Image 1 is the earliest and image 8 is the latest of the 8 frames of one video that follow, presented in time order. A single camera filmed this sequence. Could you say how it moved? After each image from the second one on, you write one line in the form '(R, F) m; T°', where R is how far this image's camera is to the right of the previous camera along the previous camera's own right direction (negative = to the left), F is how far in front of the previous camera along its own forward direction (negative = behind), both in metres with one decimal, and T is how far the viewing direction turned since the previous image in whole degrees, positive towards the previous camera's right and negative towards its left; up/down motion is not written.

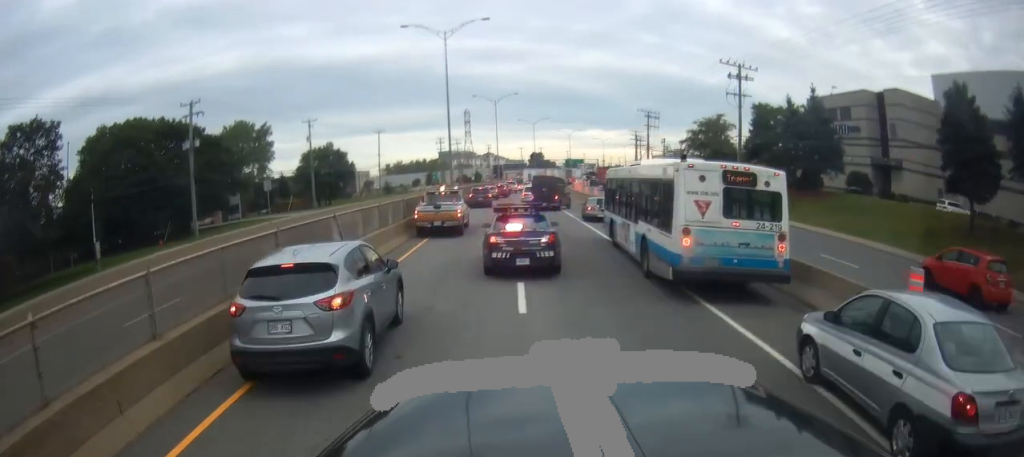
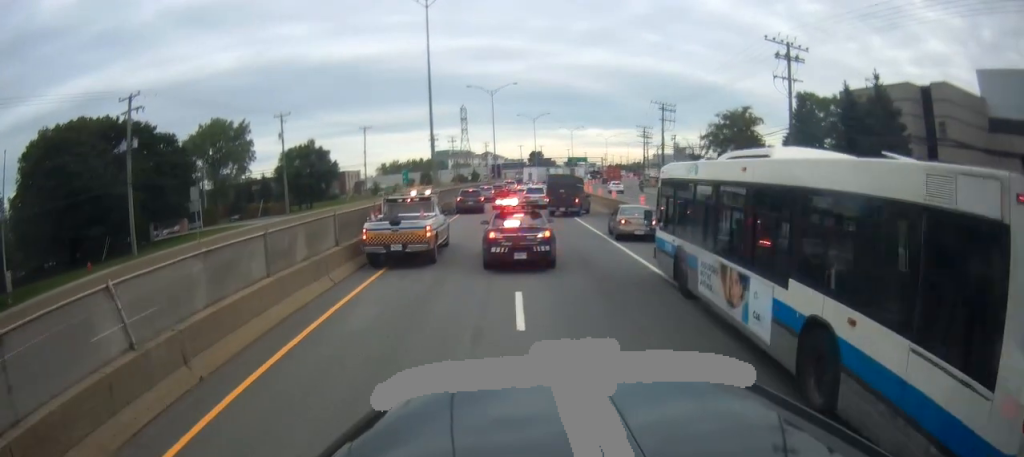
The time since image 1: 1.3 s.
(0.0, +10.9) m; 0°
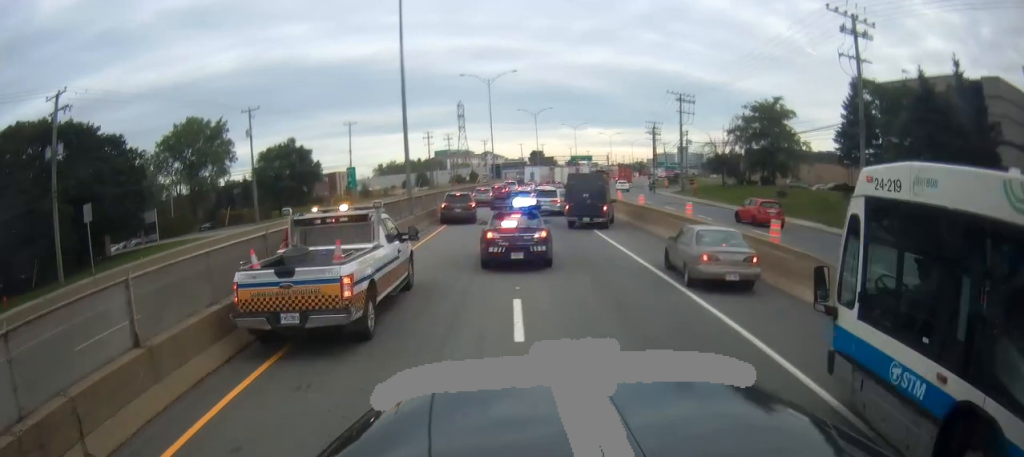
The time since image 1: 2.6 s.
(0.0, +10.3) m; -2°
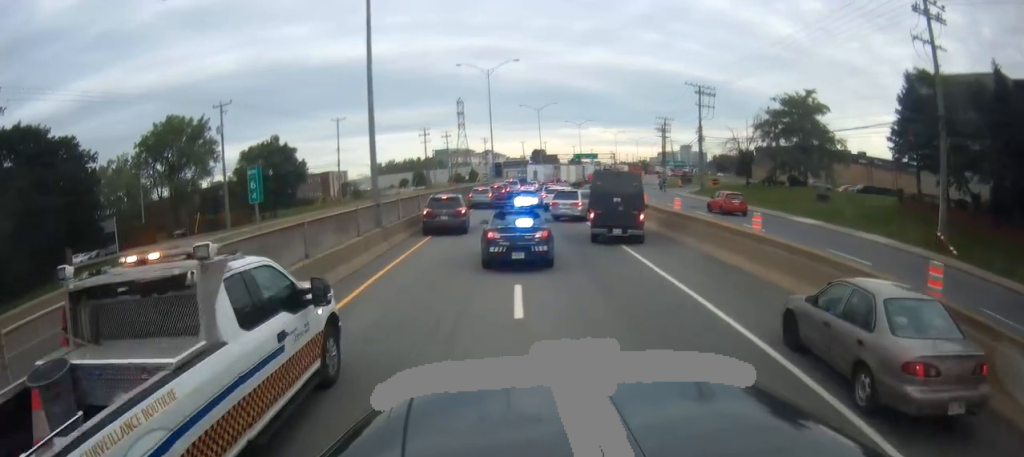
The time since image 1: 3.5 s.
(-0.3, +8.0) m; +1°
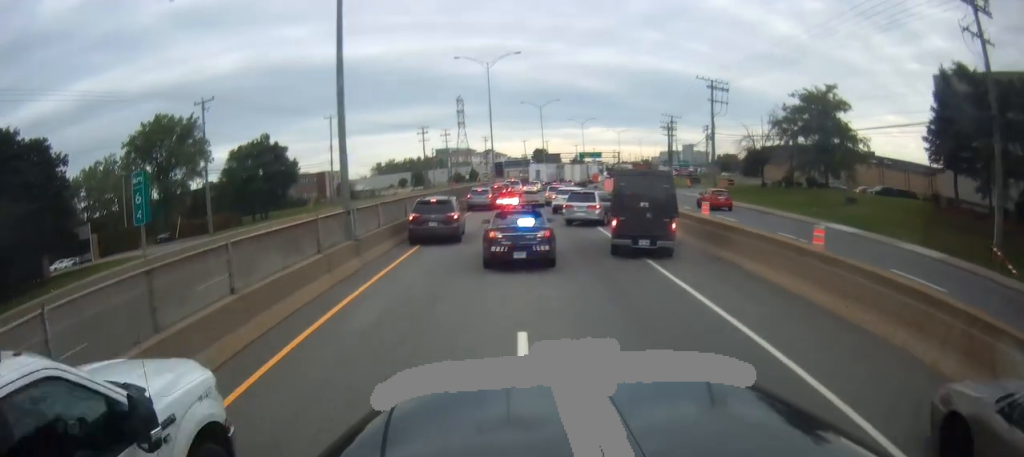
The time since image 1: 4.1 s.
(+0.1, +4.5) m; 0°
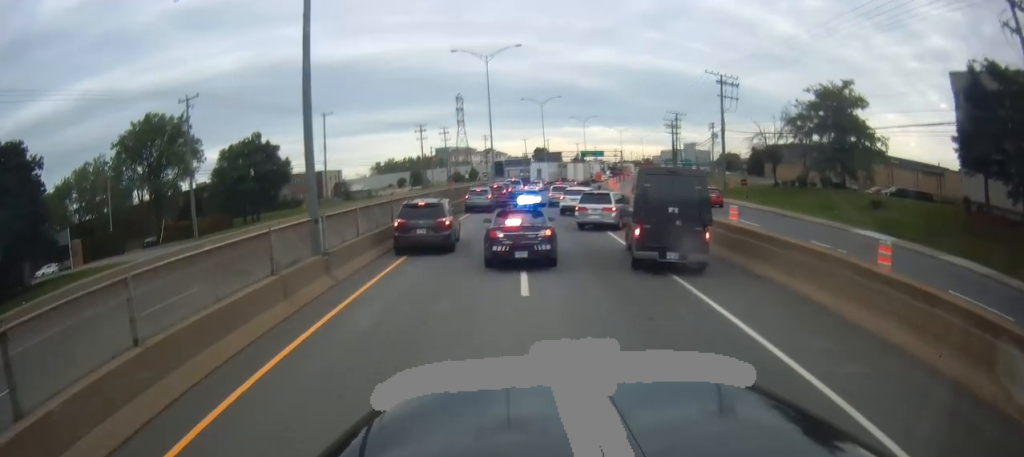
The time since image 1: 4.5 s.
(+0.3, +3.4) m; 0°
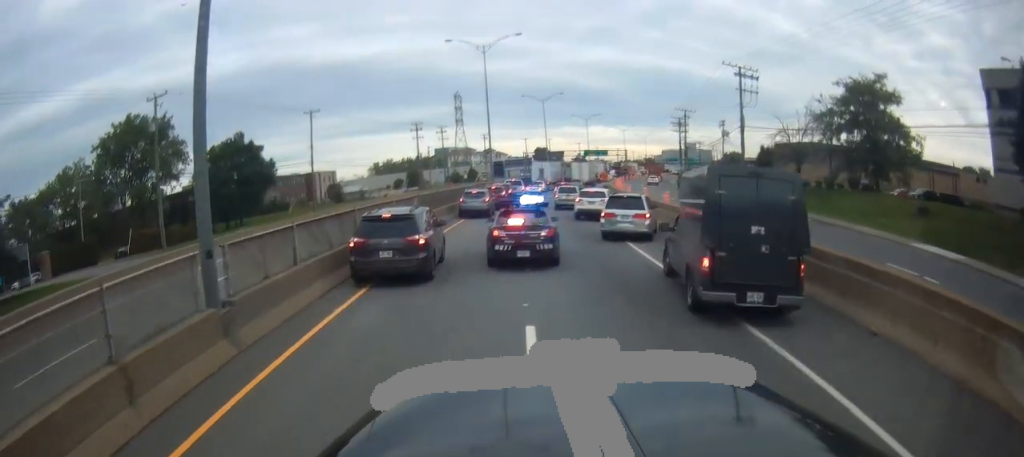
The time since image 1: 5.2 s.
(-0.2, +6.0) m; -1°
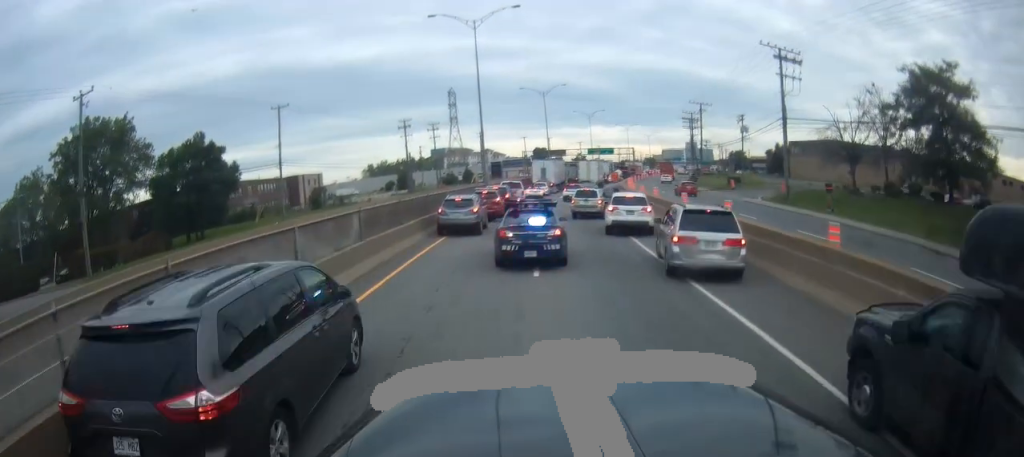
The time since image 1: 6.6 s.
(-0.1, +10.9) m; -1°
